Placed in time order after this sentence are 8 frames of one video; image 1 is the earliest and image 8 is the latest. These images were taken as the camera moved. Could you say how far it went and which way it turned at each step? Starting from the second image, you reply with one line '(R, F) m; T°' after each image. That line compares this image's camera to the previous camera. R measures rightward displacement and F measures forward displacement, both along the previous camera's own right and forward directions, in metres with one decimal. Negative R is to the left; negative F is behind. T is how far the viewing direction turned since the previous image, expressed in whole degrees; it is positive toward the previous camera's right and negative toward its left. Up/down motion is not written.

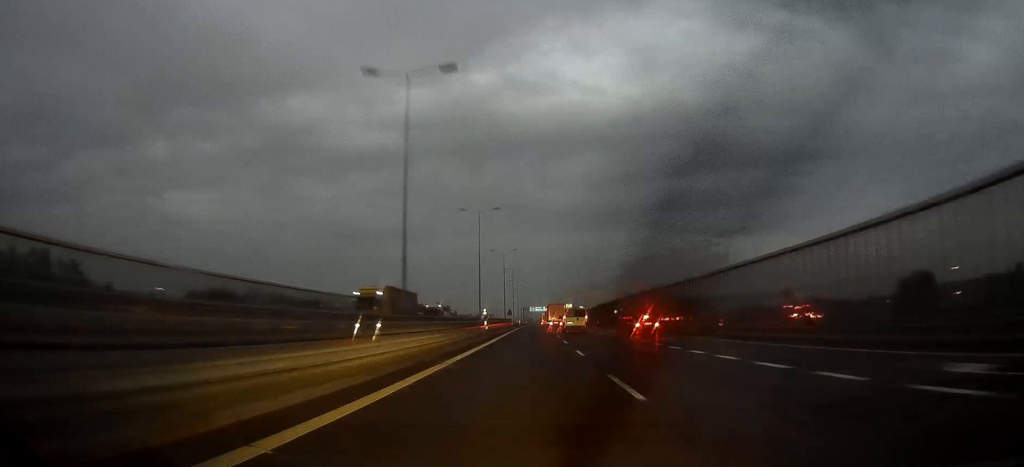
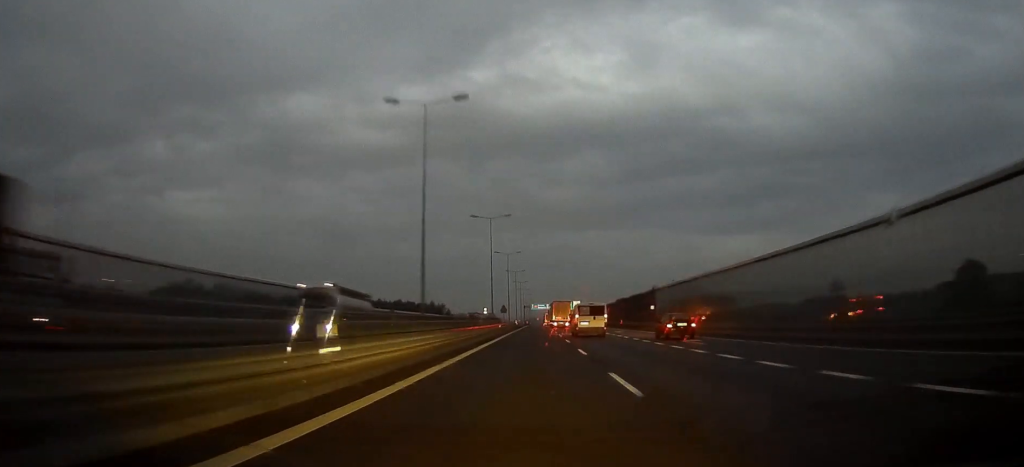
(-0.1, +35.9) m; 0°
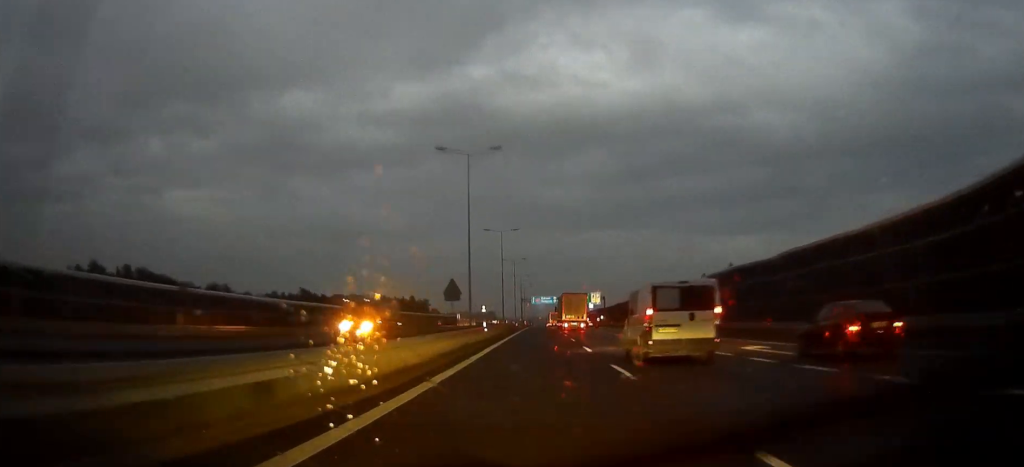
(0.0, +69.3) m; 0°
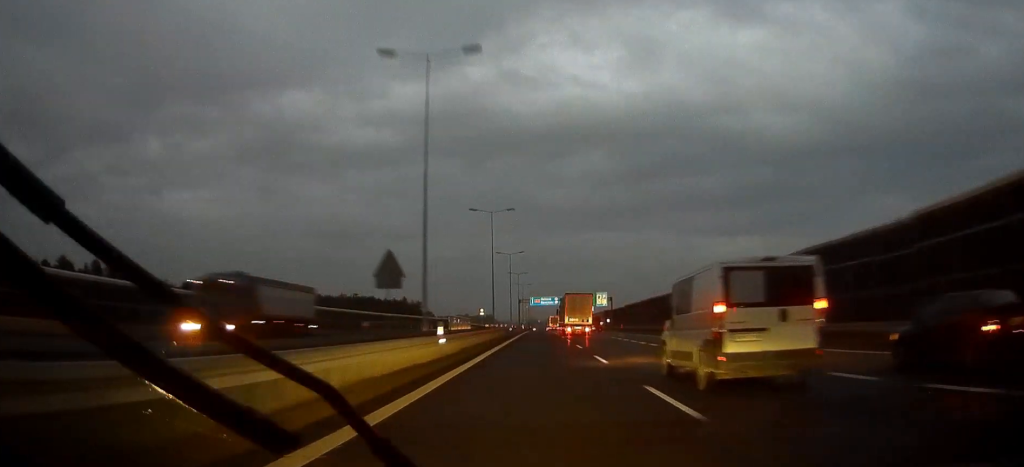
(0.0, +17.6) m; 0°
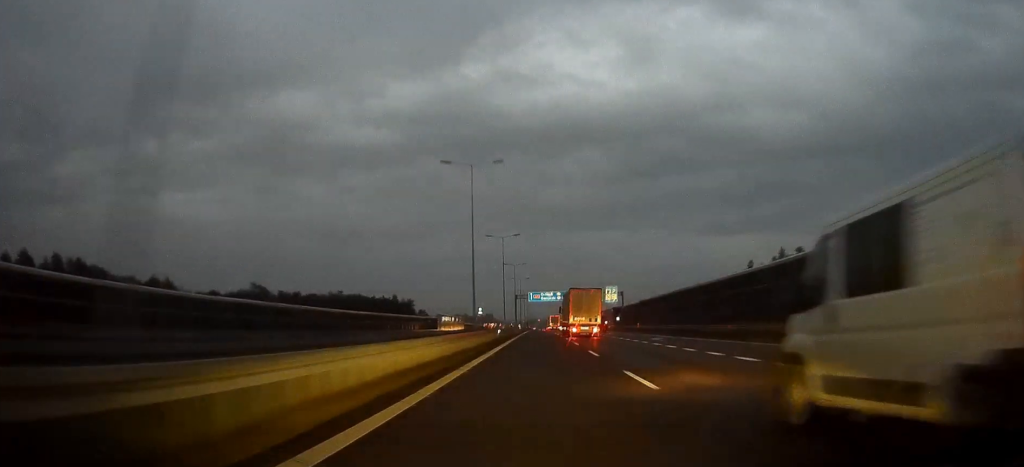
(0.0, +20.1) m; 0°
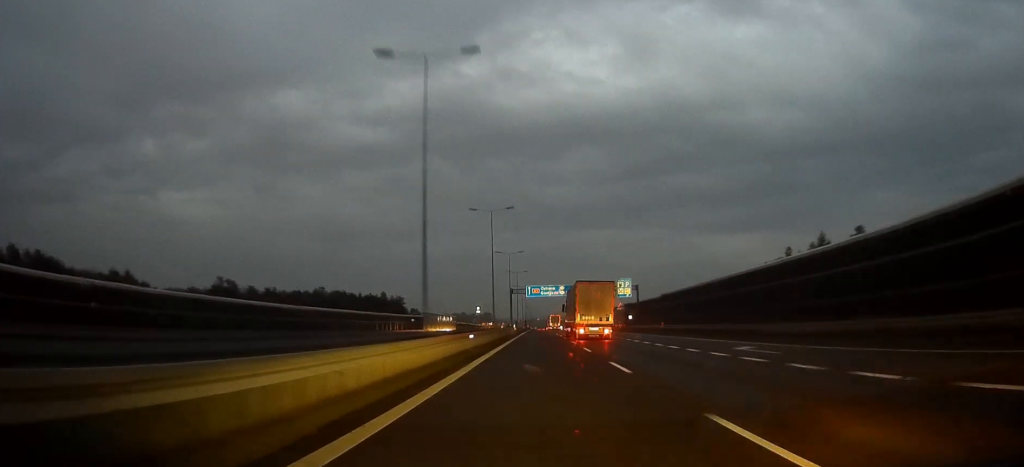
(0.0, +20.2) m; 0°
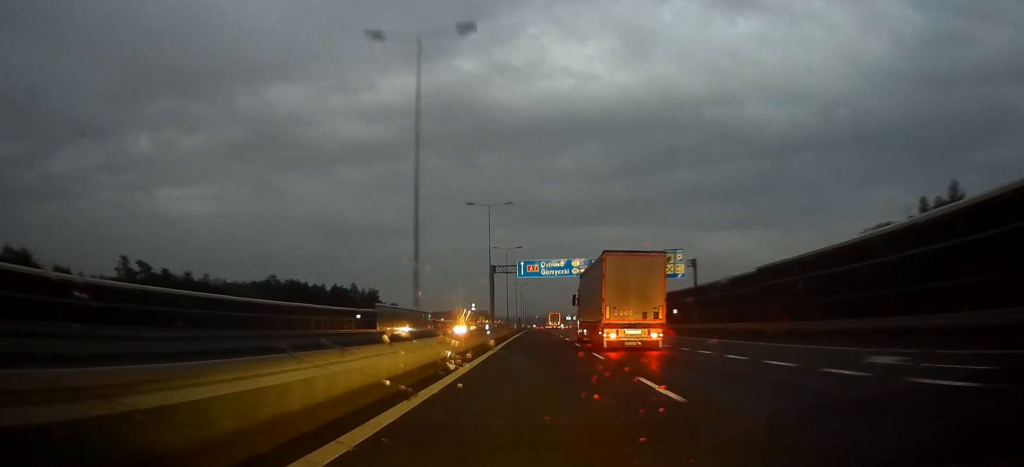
(0.0, +41.7) m; 0°
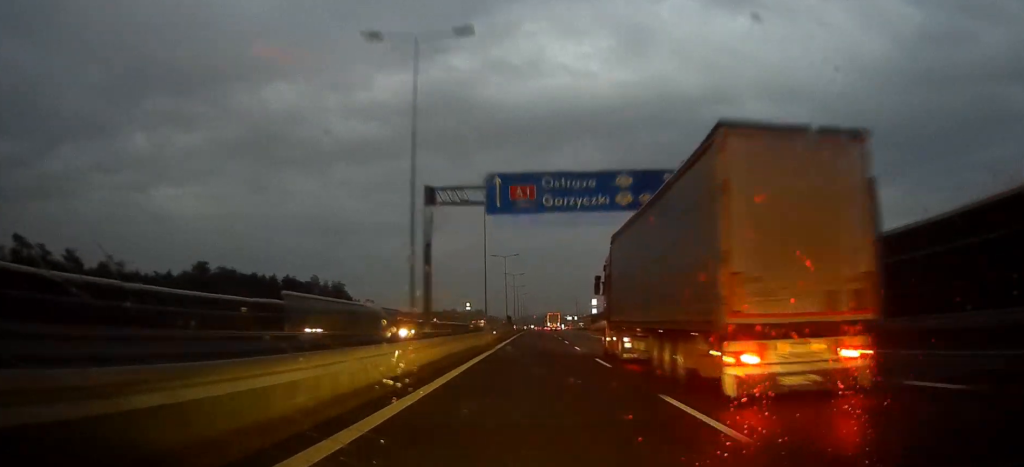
(0.0, +39.6) m; 0°
